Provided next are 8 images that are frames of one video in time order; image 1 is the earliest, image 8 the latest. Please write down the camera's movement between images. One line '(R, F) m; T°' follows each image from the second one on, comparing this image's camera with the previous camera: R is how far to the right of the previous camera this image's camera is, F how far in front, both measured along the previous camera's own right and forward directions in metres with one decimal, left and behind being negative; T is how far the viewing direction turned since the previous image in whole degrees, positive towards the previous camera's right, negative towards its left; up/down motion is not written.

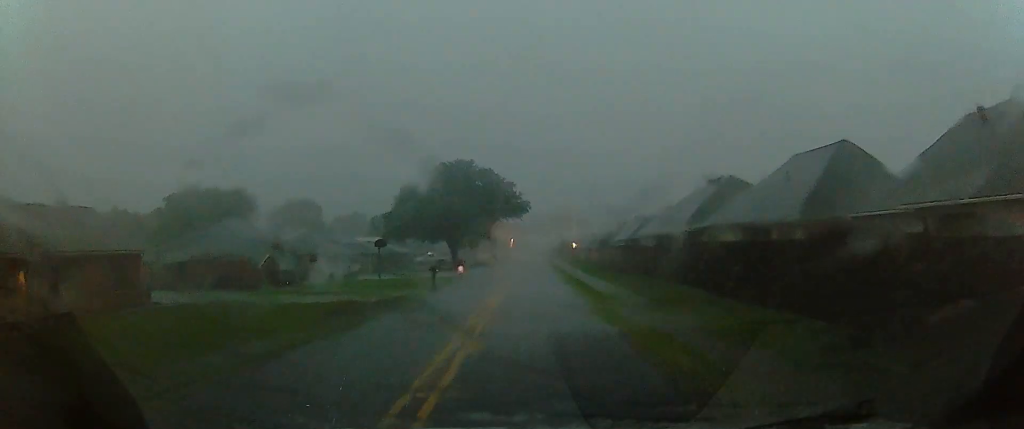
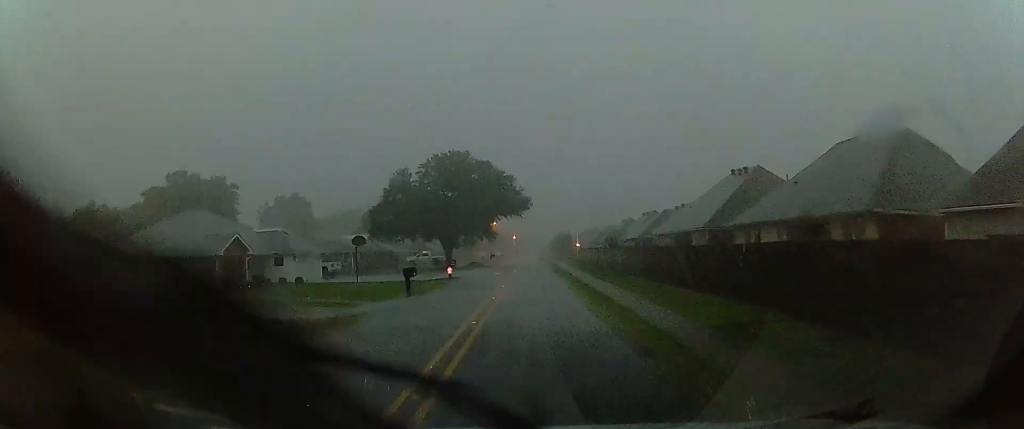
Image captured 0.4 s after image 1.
(0.0, +6.2) m; 0°
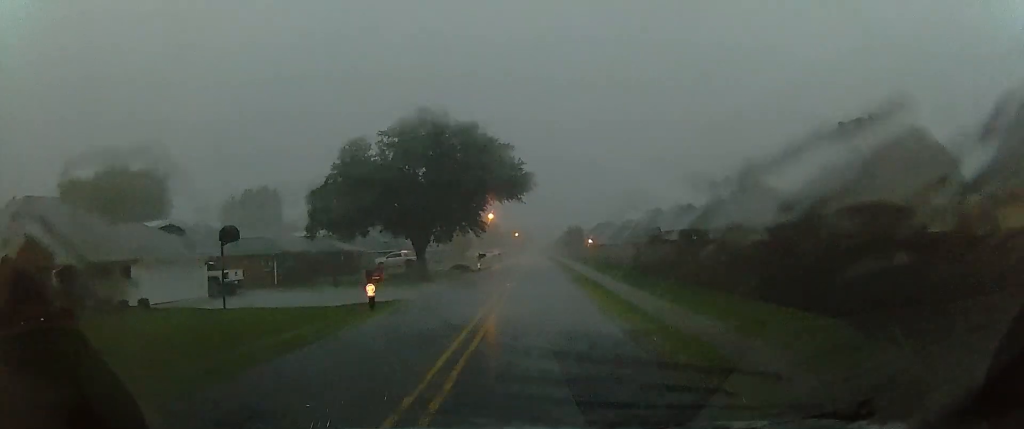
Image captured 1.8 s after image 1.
(0.0, +18.9) m; 0°
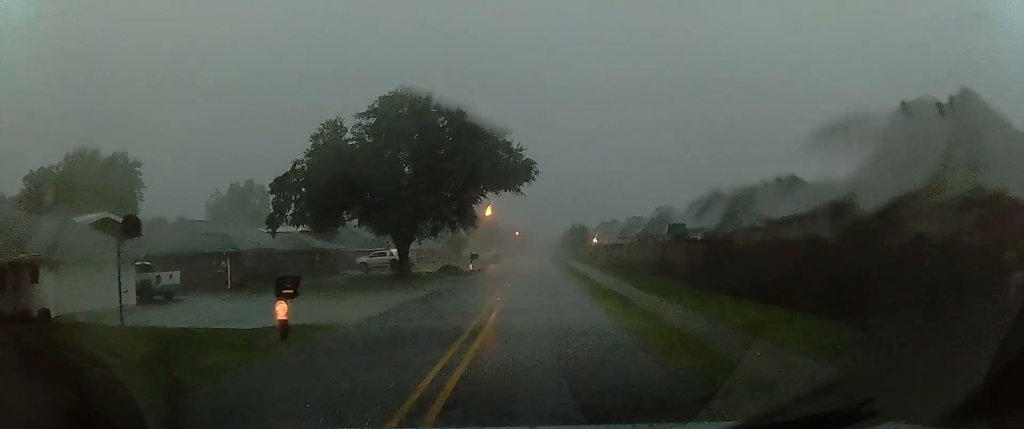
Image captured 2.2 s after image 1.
(0.0, +6.6) m; 0°
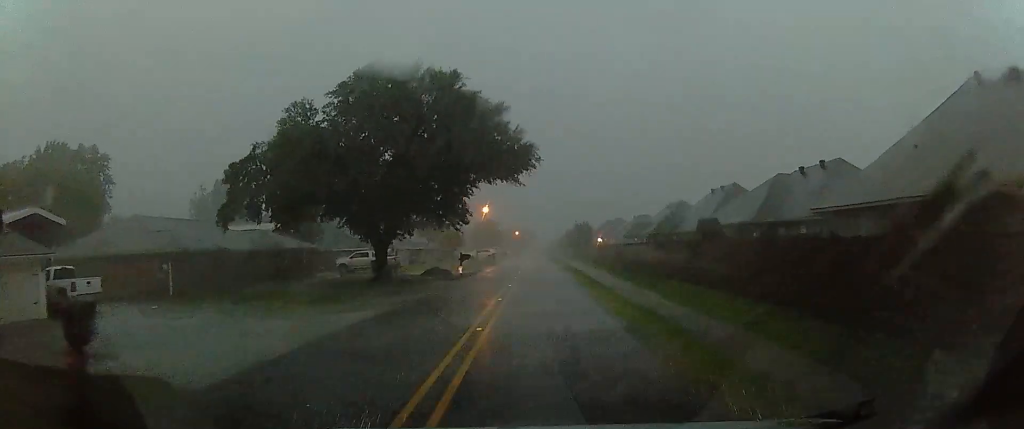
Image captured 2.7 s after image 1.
(0.0, +6.2) m; 0°
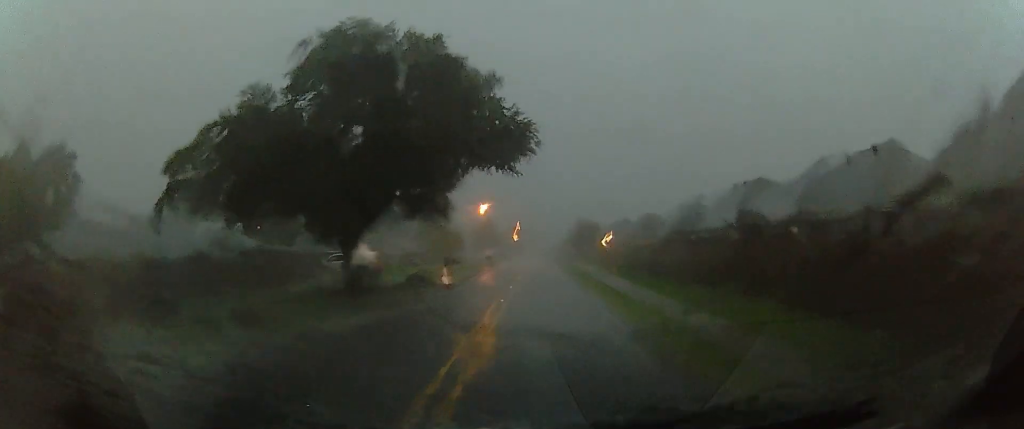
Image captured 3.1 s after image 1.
(0.0, +6.2) m; 0°
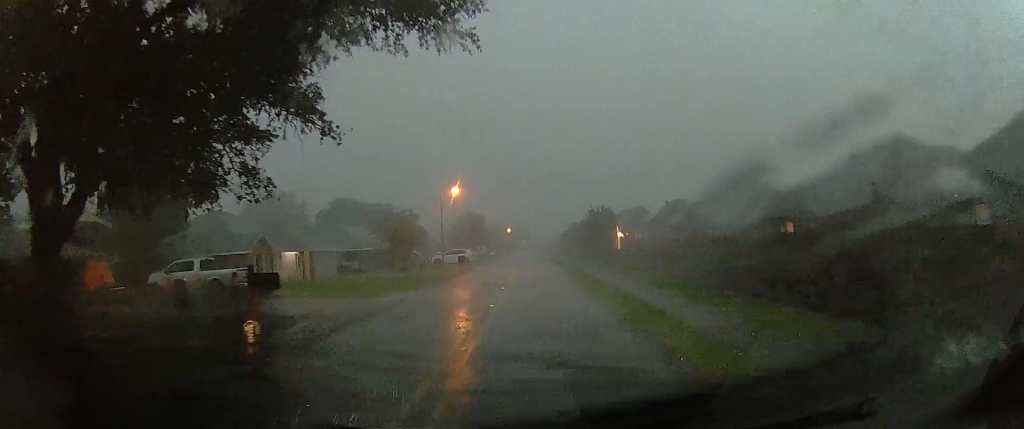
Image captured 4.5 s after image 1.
(0.0, +20.5) m; 0°
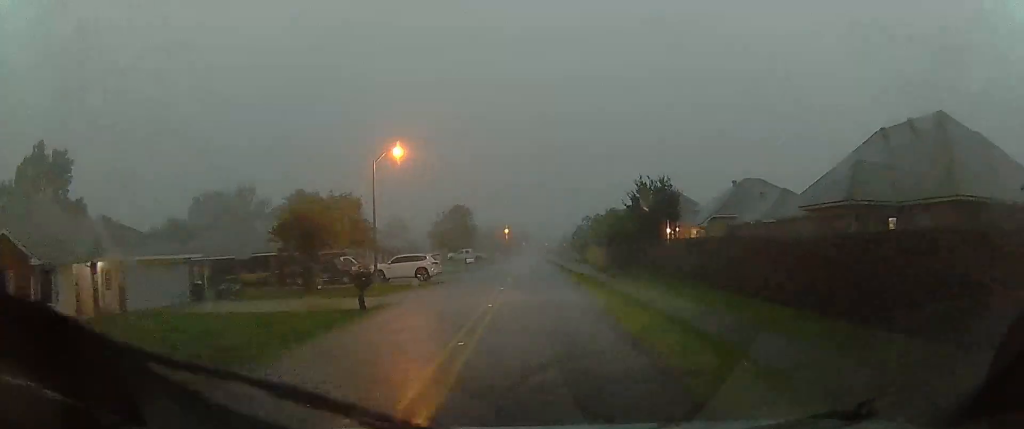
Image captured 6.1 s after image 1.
(0.0, +24.1) m; 0°
